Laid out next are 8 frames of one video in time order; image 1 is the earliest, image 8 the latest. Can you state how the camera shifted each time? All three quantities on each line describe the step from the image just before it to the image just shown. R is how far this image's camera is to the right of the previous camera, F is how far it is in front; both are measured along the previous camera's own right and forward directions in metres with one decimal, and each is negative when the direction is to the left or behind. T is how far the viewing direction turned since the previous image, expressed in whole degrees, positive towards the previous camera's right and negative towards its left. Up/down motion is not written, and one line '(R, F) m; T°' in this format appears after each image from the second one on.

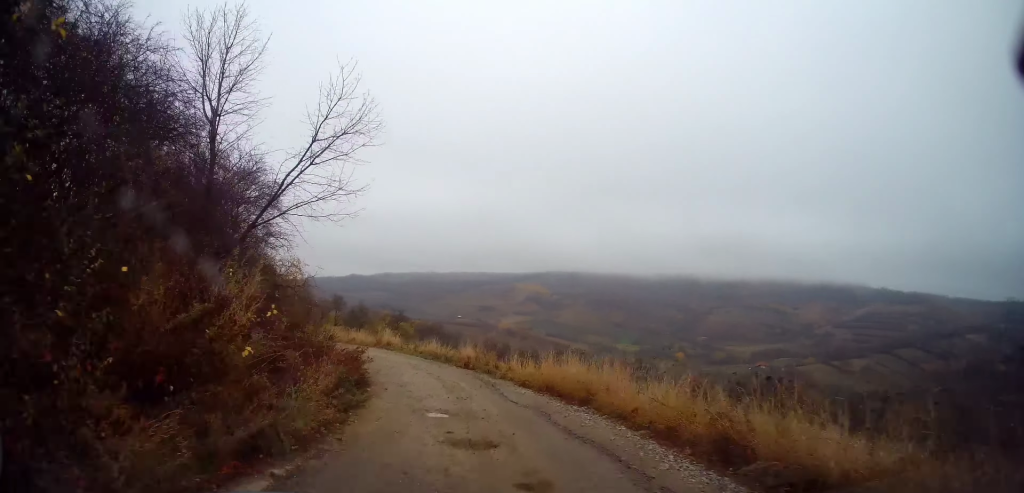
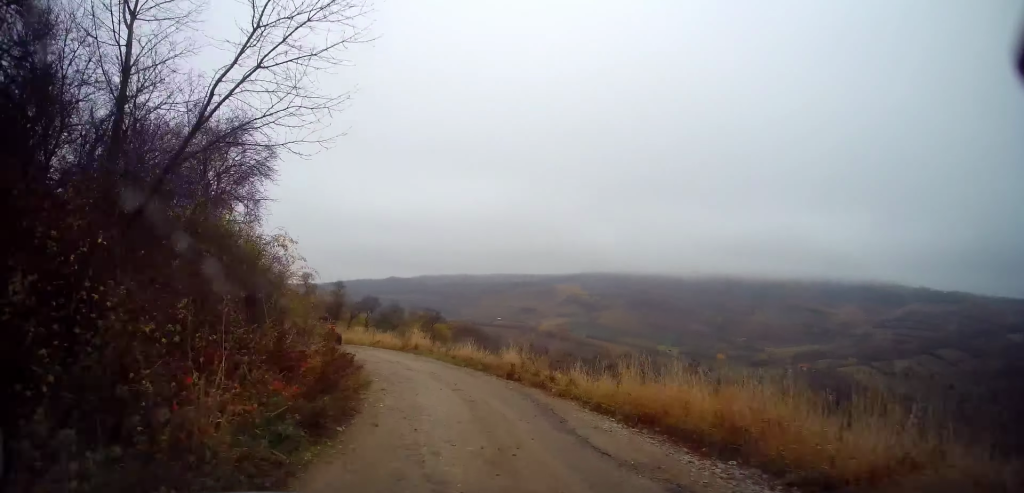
(-0.2, +5.4) m; -2°
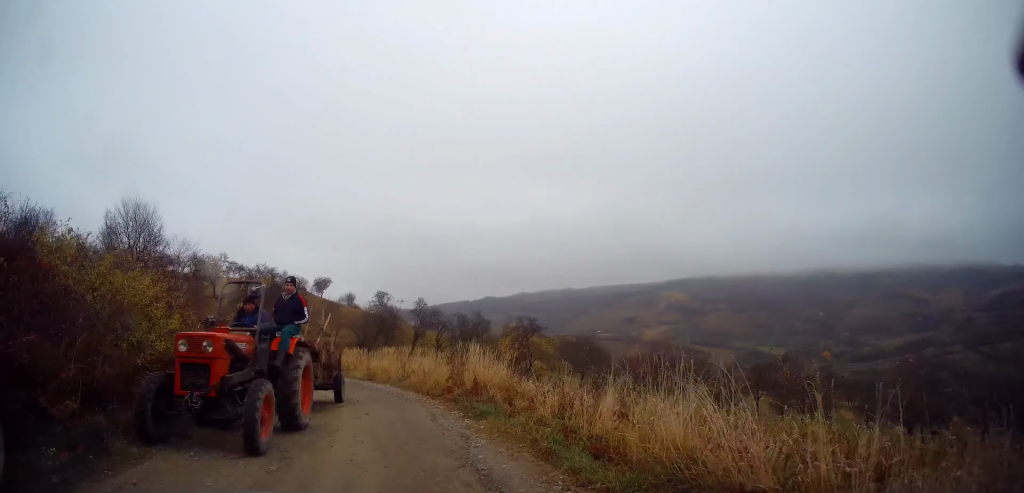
(-1.5, +20.3) m; -10°
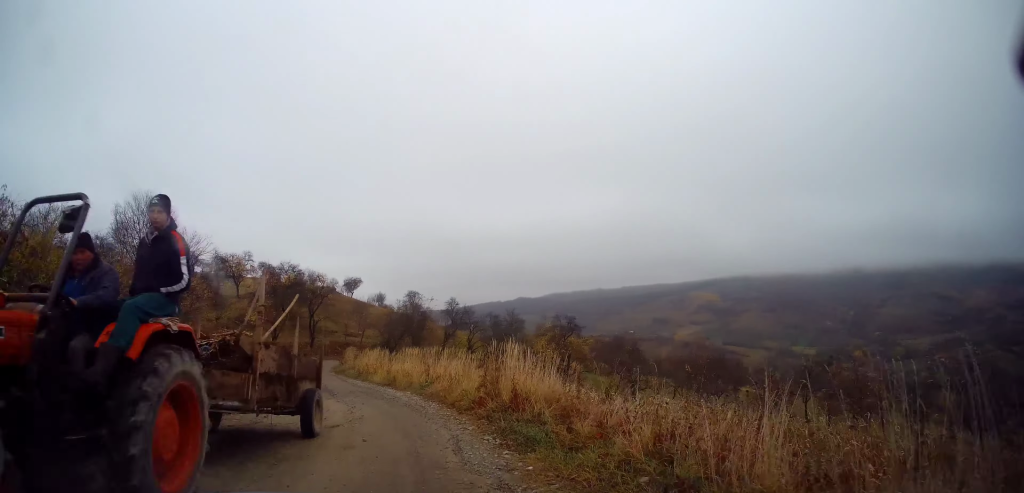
(0.0, +3.1) m; -5°
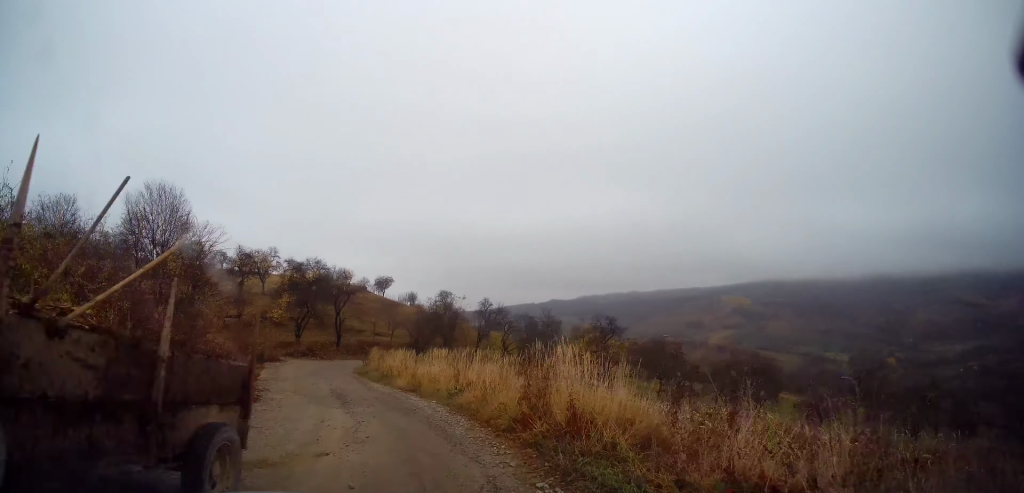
(0.0, +2.5) m; -7°
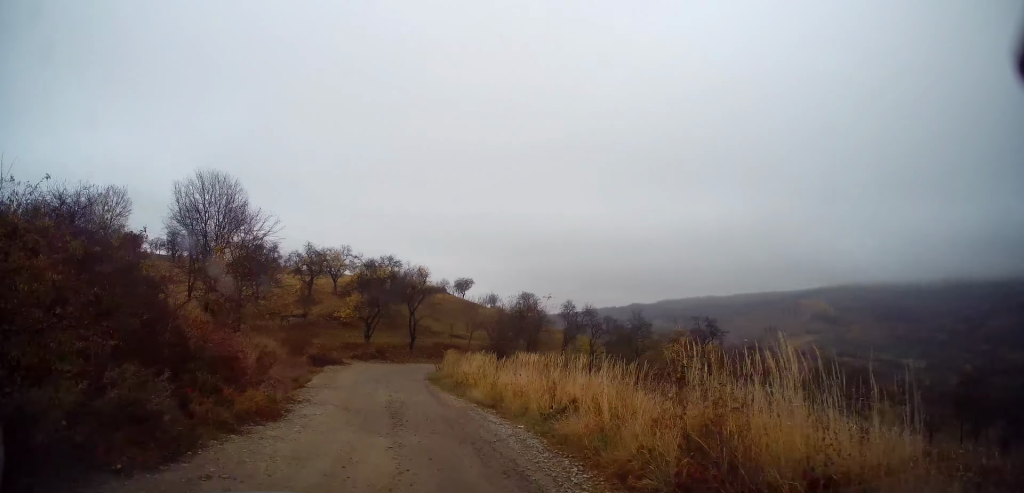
(-0.4, +3.5) m; -8°
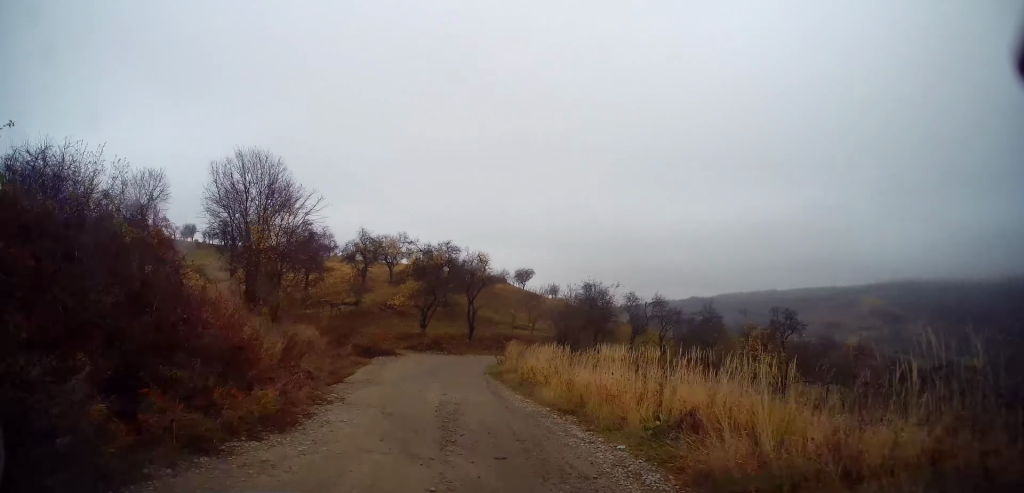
(-0.1, +2.4) m; -5°
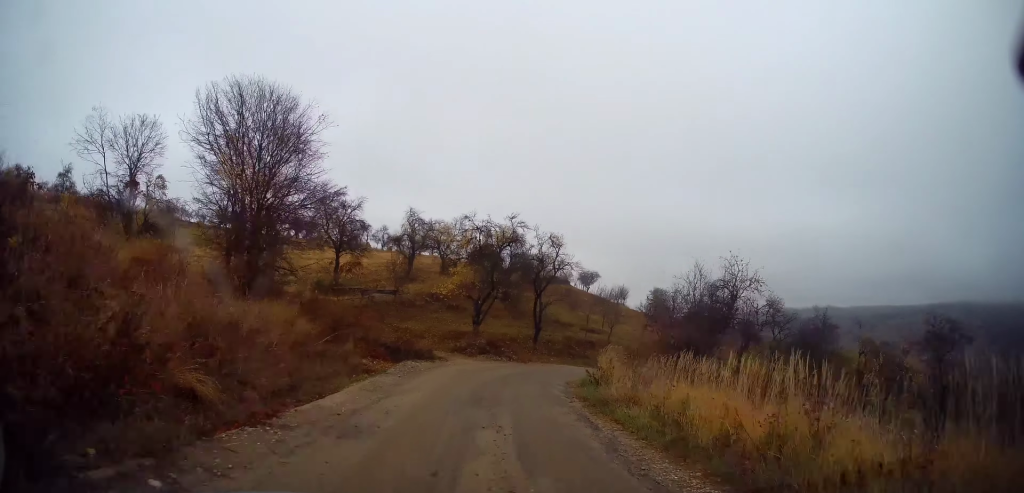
(-0.5, +8.0) m; -3°
